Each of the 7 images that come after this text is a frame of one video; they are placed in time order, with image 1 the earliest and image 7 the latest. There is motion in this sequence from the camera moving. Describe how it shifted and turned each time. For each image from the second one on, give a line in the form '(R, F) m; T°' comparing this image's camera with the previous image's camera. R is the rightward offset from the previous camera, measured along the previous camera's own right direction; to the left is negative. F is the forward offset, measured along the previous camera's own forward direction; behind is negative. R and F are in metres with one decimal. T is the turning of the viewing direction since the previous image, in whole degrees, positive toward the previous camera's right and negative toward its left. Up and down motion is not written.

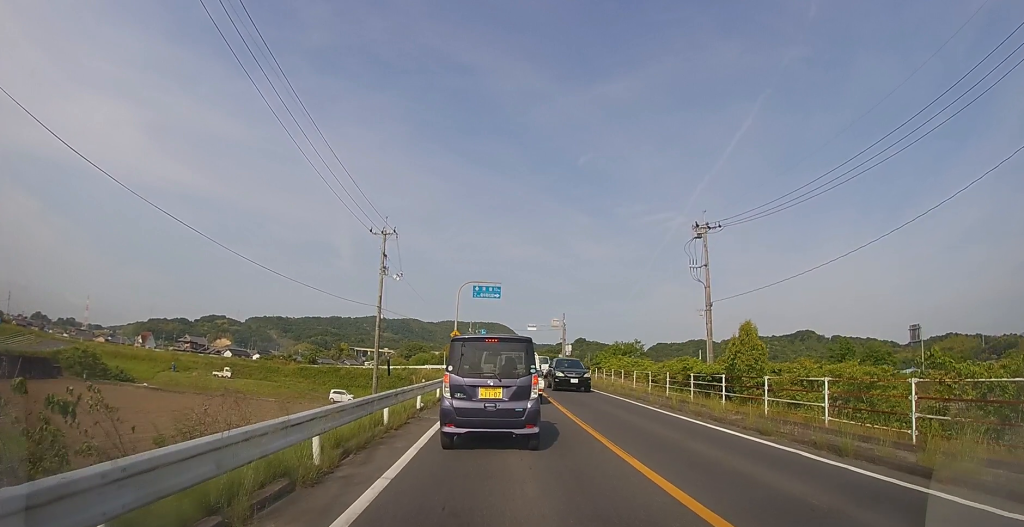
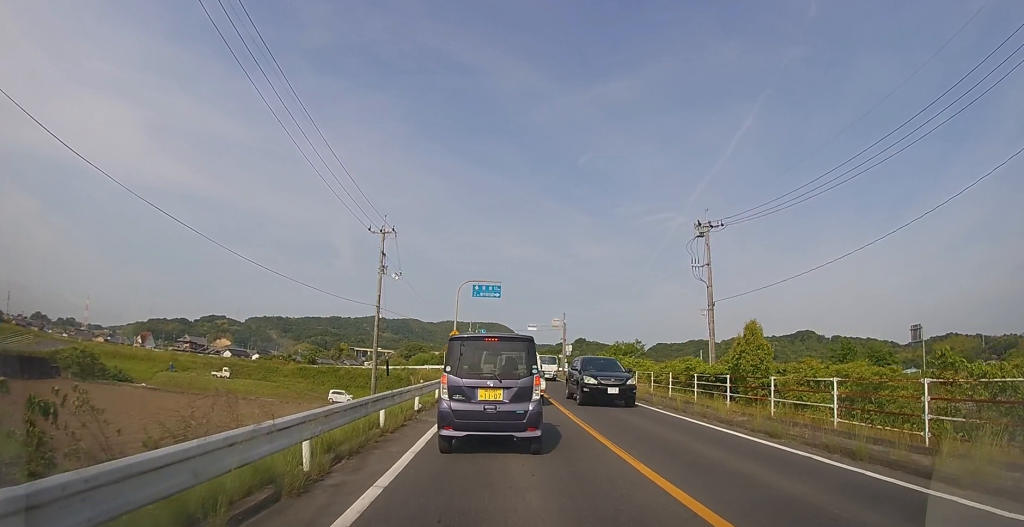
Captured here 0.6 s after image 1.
(+0.1, +0.6) m; 0°
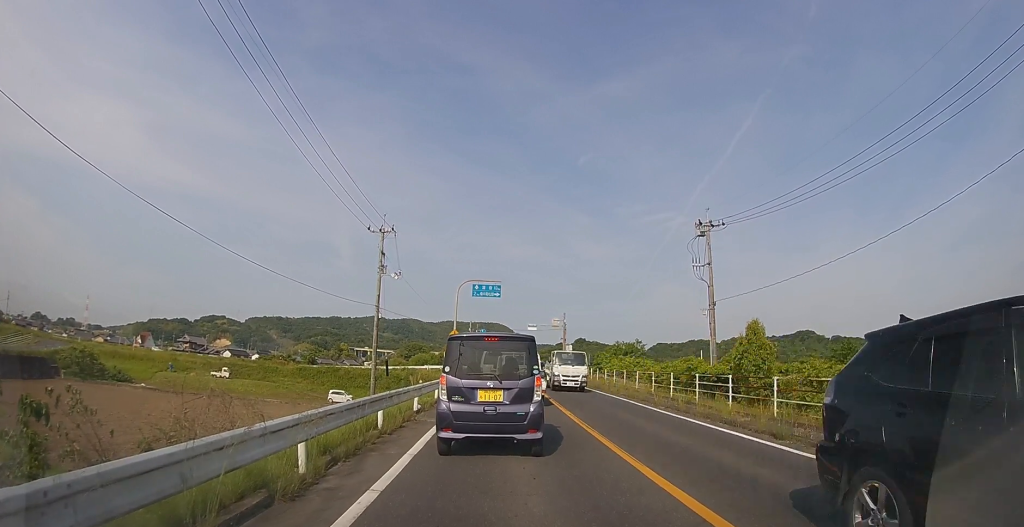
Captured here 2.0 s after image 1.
(+0.2, +0.6) m; 0°
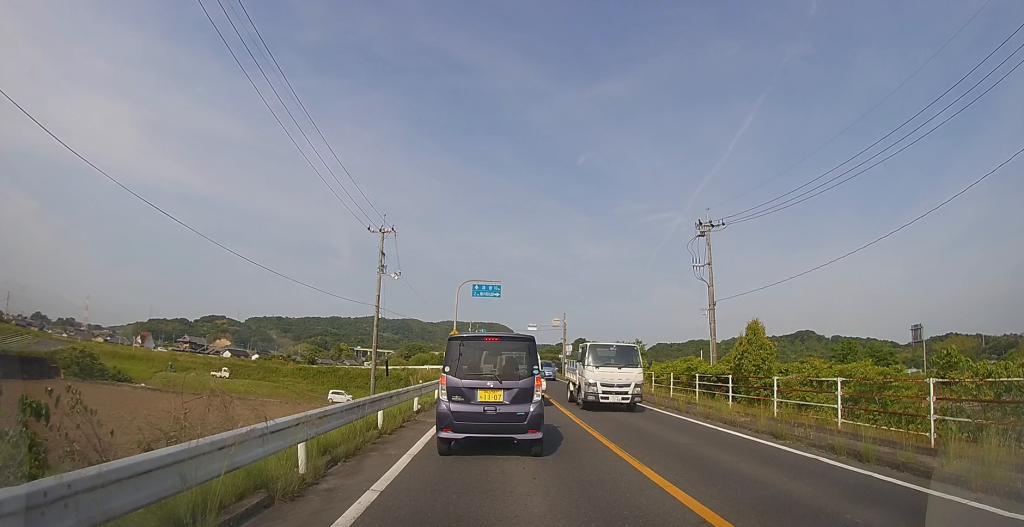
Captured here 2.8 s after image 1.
(0.0, +0.1) m; 0°
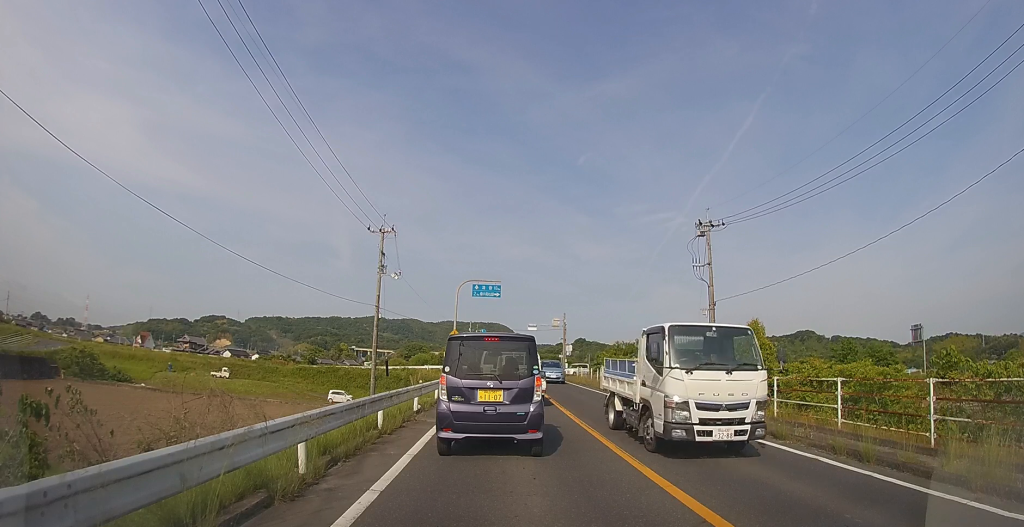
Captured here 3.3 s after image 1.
(0.0, 0.0) m; 0°
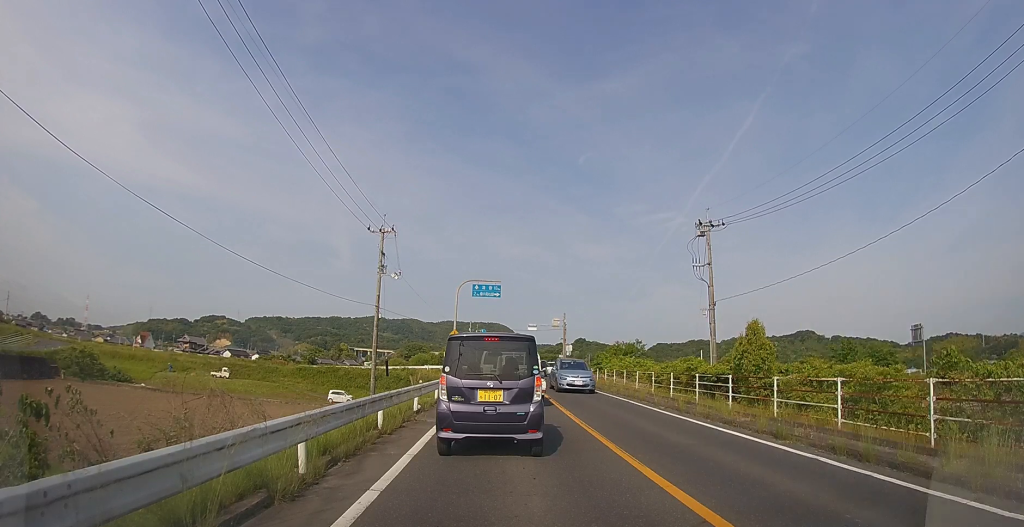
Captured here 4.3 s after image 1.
(0.0, 0.0) m; 0°
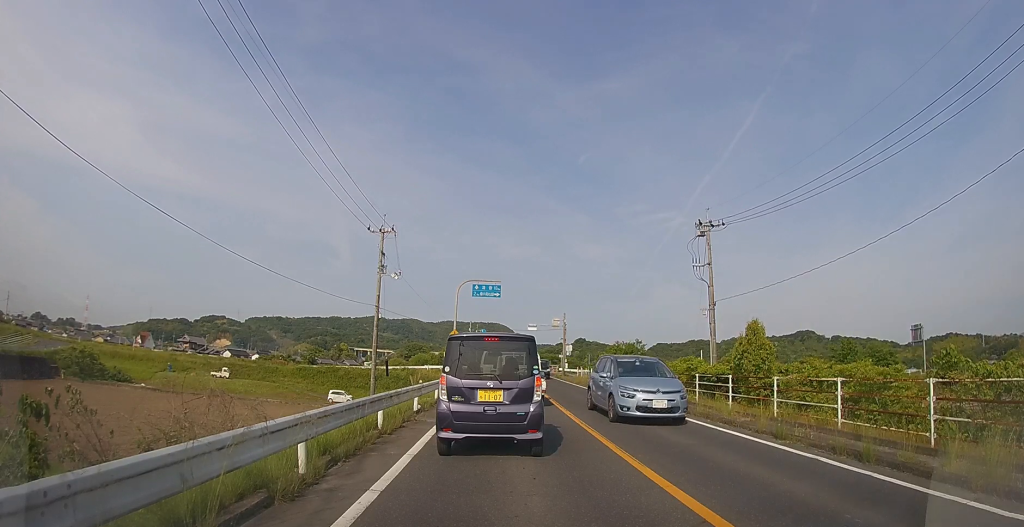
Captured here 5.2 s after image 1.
(0.0, 0.0) m; 0°
